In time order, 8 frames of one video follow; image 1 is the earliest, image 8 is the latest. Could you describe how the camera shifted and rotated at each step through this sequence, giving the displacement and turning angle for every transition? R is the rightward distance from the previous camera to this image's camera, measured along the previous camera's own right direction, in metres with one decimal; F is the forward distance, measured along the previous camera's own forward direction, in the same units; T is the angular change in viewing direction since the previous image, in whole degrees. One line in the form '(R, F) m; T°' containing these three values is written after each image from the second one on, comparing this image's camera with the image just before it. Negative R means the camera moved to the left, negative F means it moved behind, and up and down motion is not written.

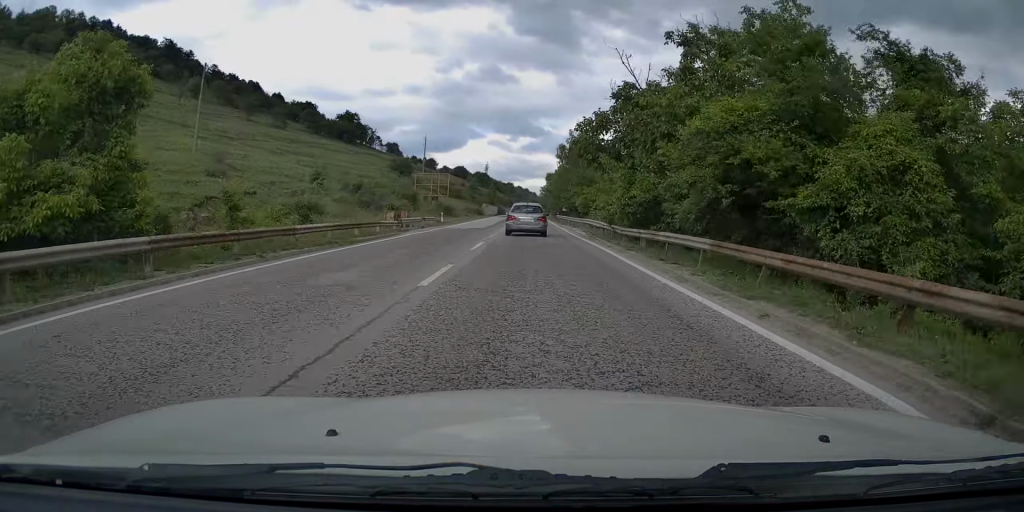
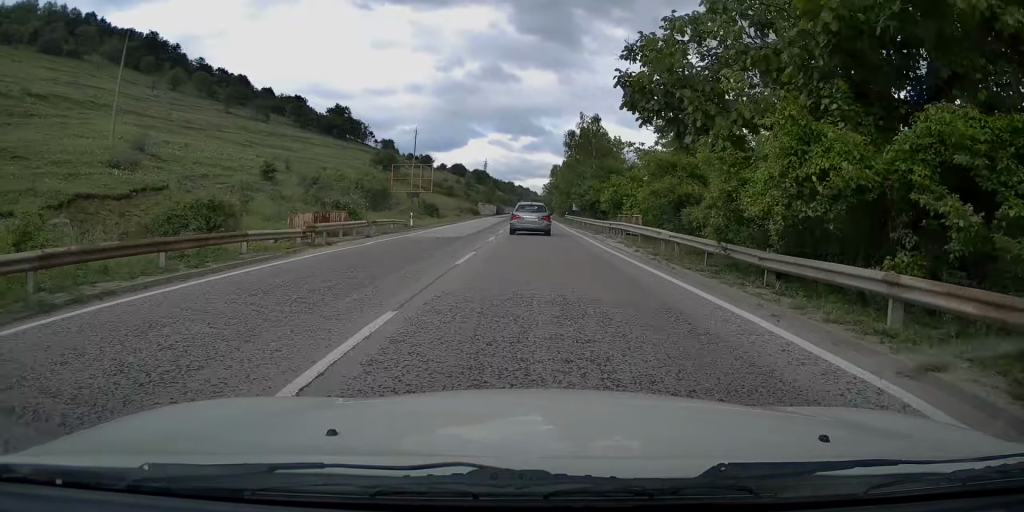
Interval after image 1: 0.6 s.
(0.0, +14.6) m; 0°
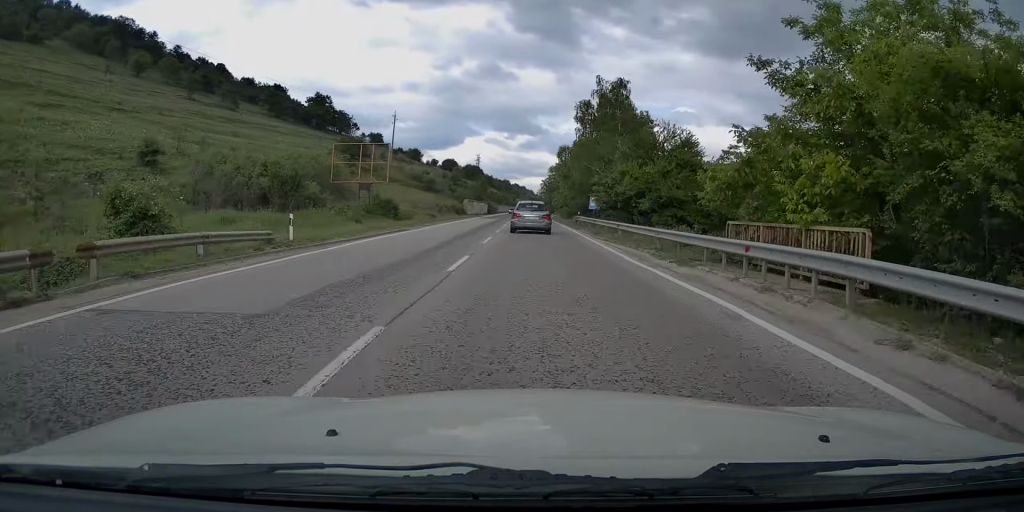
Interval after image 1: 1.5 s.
(0.0, +19.3) m; 0°
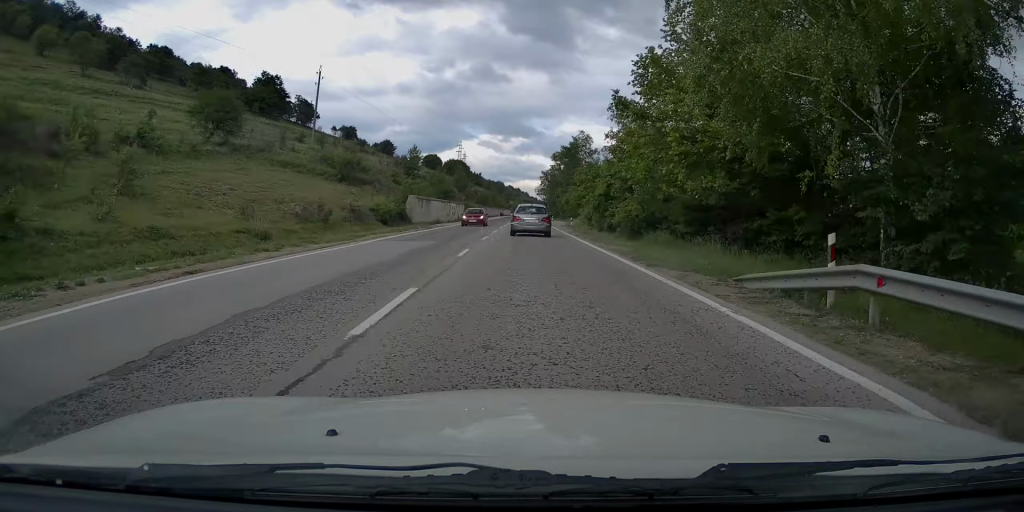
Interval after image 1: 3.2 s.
(+0.1, +41.1) m; 0°
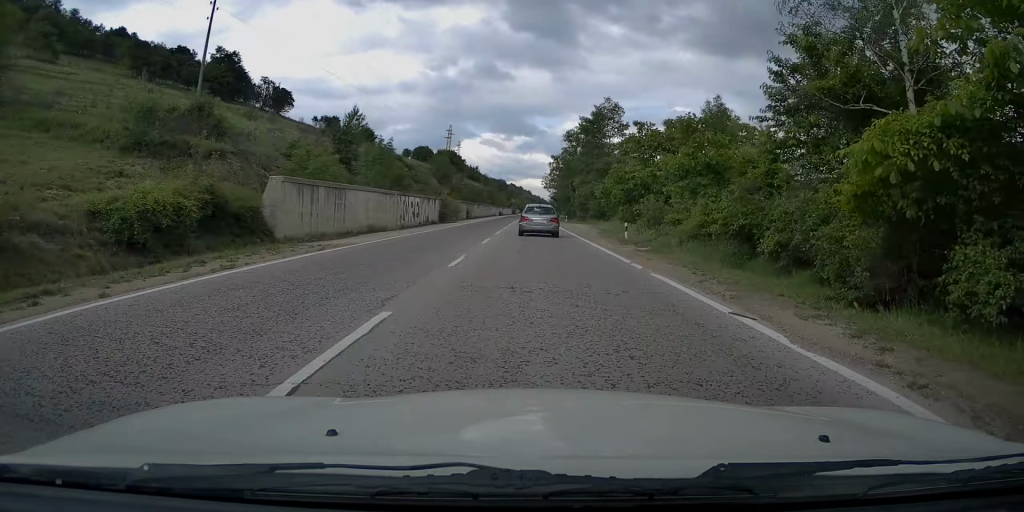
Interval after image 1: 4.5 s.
(0.0, +28.9) m; 0°
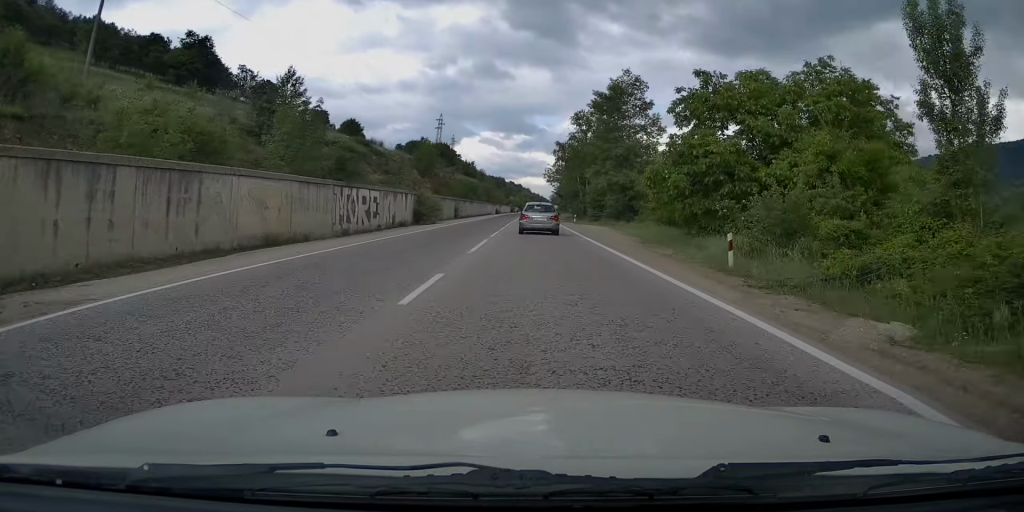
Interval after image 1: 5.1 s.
(0.0, +14.1) m; +1°
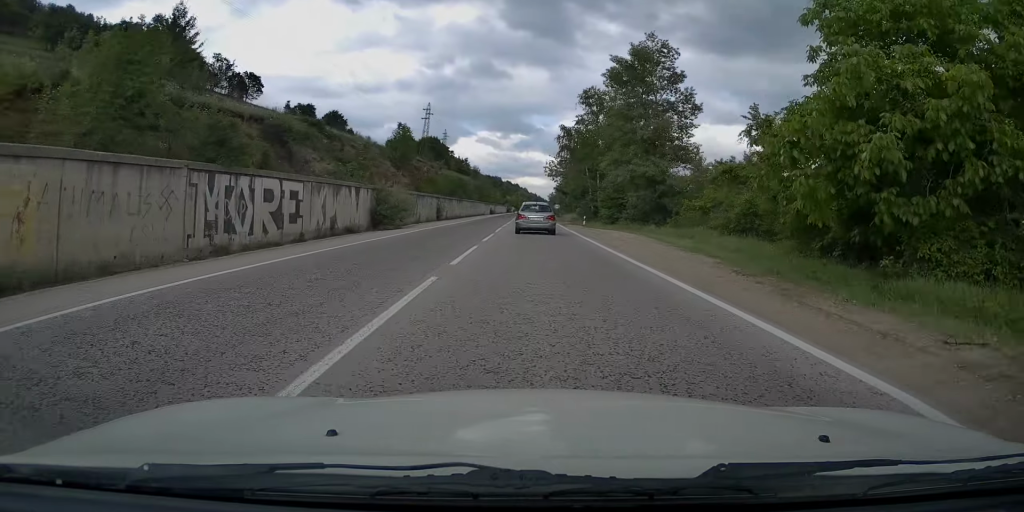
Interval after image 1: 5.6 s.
(+0.1, +12.6) m; 0°
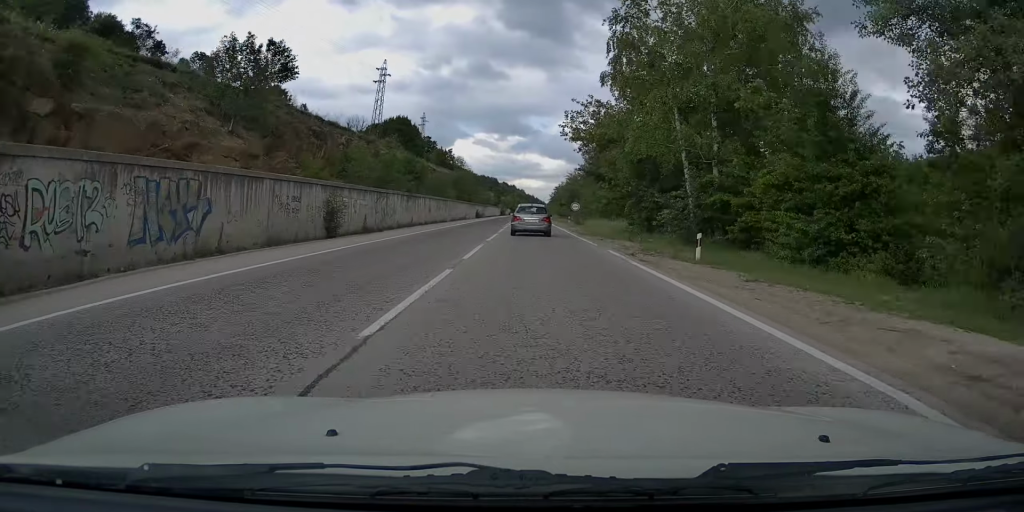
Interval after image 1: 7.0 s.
(0.0, +34.1) m; -1°
